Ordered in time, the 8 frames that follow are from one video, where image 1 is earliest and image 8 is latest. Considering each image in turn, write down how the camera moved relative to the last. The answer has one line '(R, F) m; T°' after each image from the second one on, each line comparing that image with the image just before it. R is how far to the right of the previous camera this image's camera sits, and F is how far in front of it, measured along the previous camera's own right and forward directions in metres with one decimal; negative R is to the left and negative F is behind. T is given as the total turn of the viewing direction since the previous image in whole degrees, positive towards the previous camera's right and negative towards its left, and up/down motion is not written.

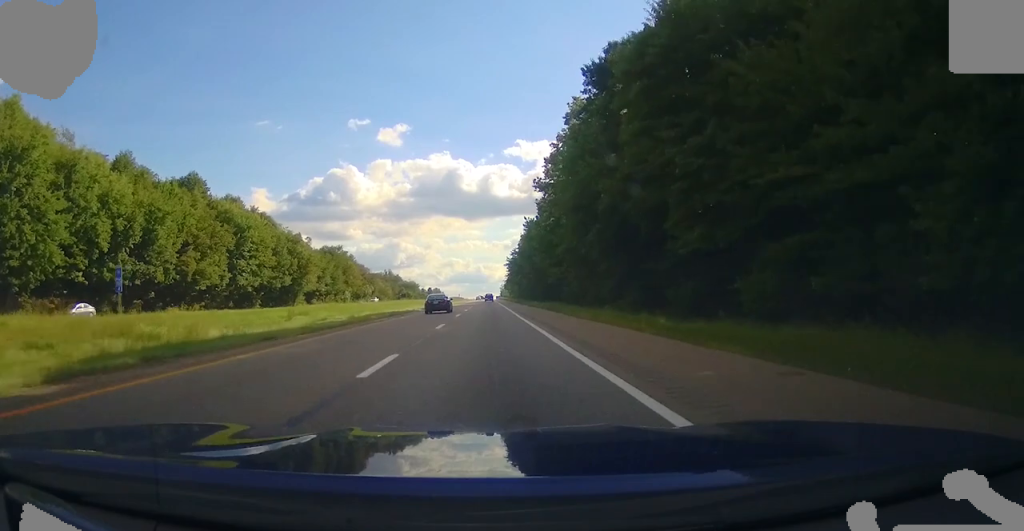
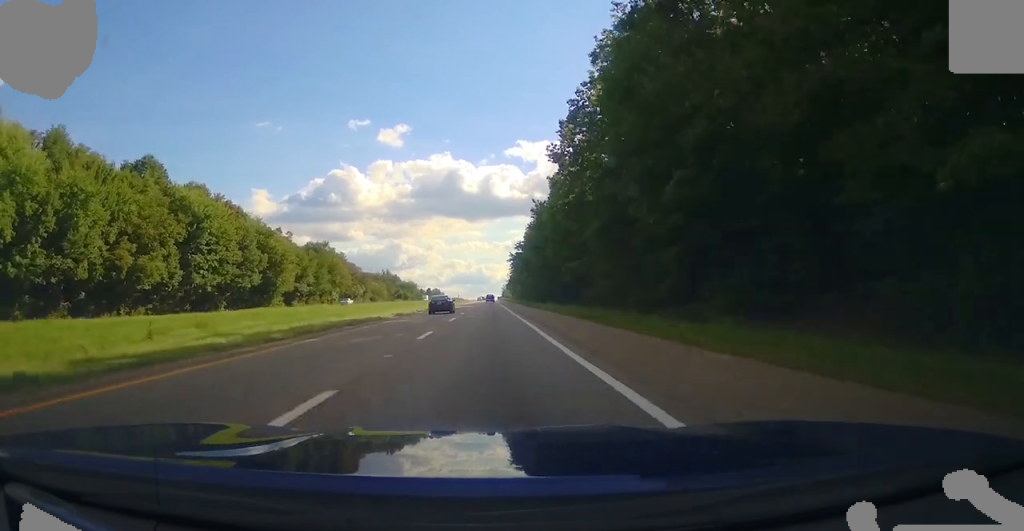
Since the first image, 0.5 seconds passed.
(-0.1, +17.3) m; 0°
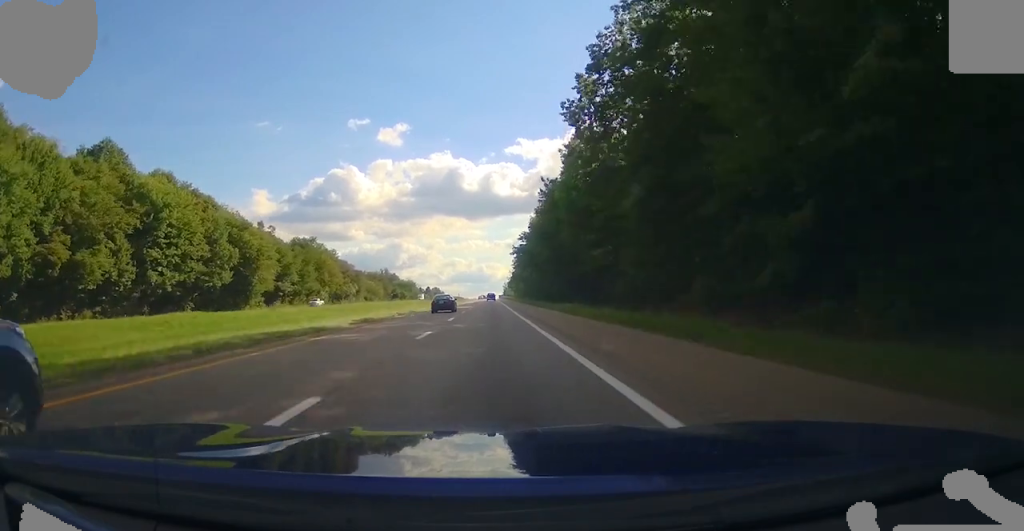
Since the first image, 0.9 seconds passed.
(+0.1, +12.9) m; 0°
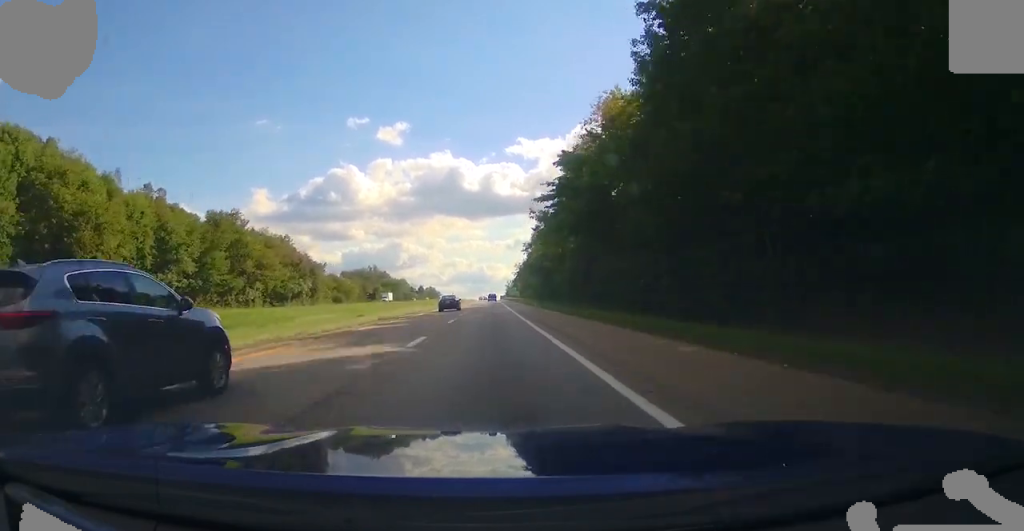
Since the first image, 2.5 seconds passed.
(-0.2, +50.3) m; 0°
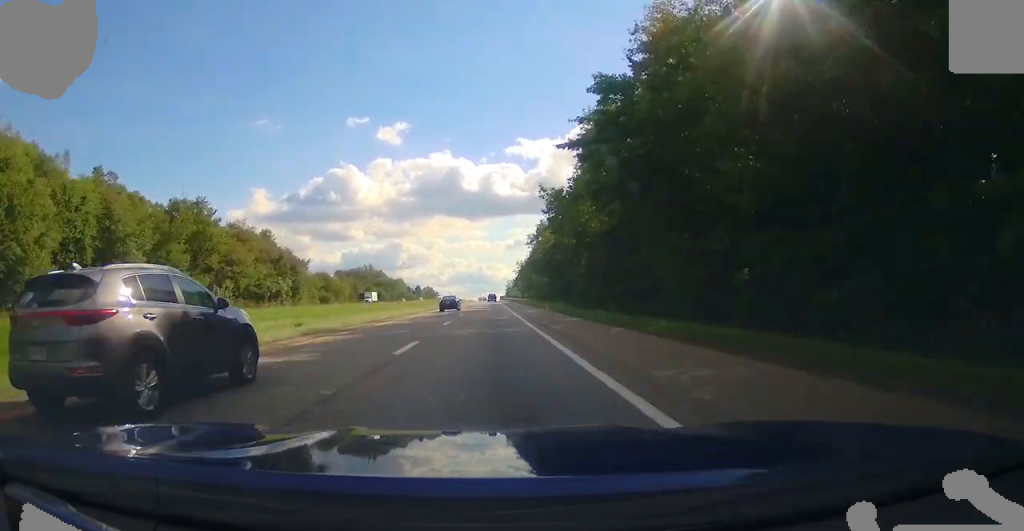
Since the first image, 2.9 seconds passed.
(+0.1, +13.9) m; 0°
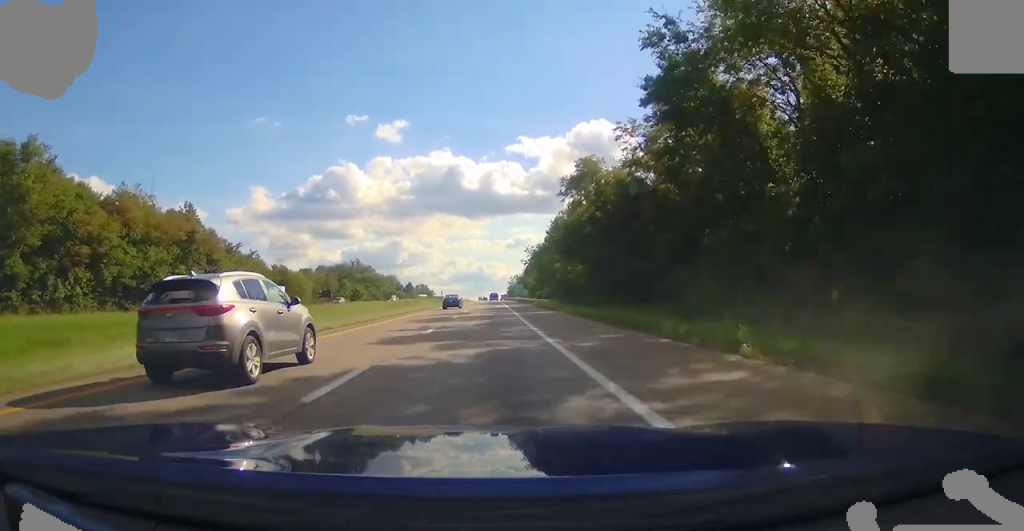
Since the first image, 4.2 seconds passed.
(0.0, +41.7) m; 0°
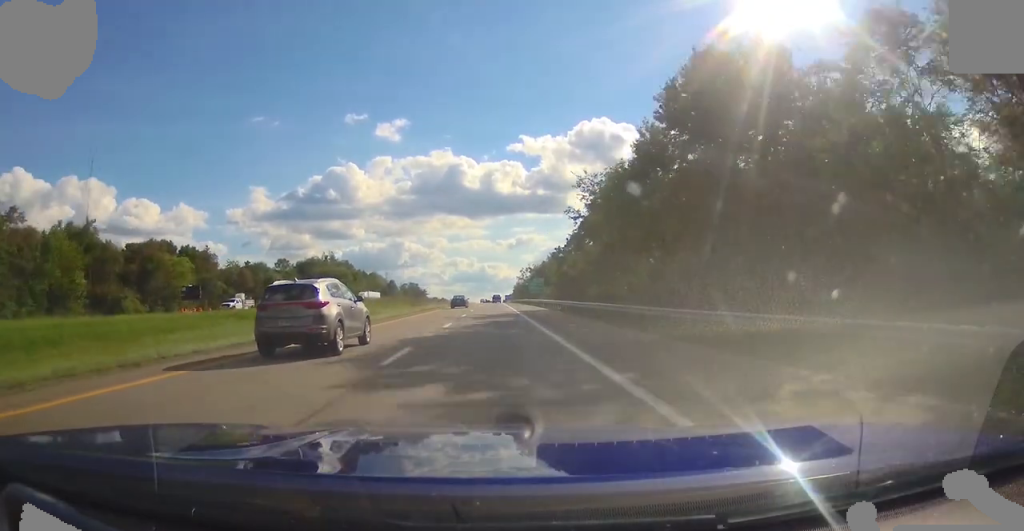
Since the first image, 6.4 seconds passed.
(-0.2, +69.6) m; 0°
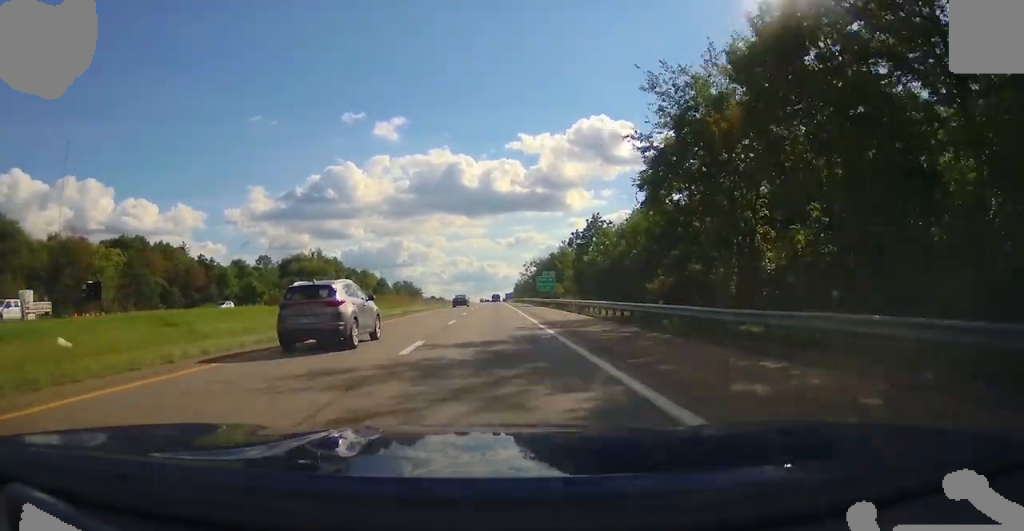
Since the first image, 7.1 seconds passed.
(0.0, +23.0) m; 0°
